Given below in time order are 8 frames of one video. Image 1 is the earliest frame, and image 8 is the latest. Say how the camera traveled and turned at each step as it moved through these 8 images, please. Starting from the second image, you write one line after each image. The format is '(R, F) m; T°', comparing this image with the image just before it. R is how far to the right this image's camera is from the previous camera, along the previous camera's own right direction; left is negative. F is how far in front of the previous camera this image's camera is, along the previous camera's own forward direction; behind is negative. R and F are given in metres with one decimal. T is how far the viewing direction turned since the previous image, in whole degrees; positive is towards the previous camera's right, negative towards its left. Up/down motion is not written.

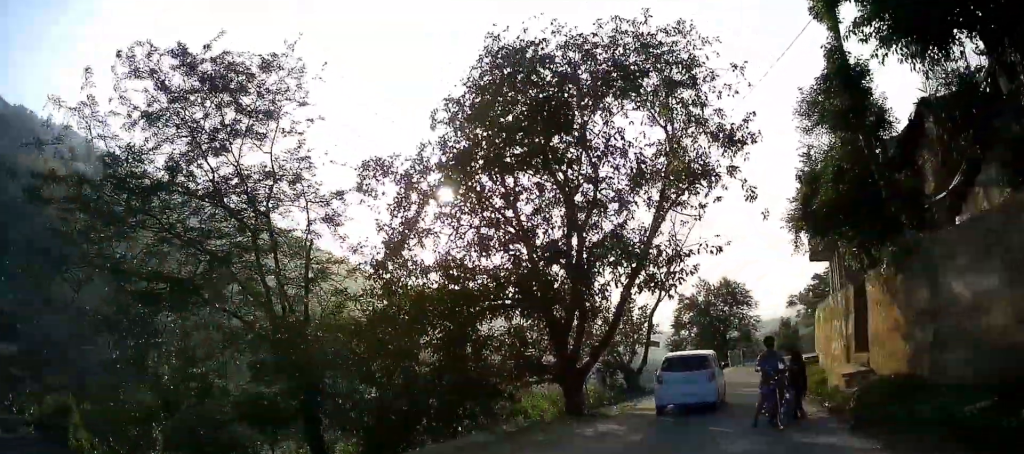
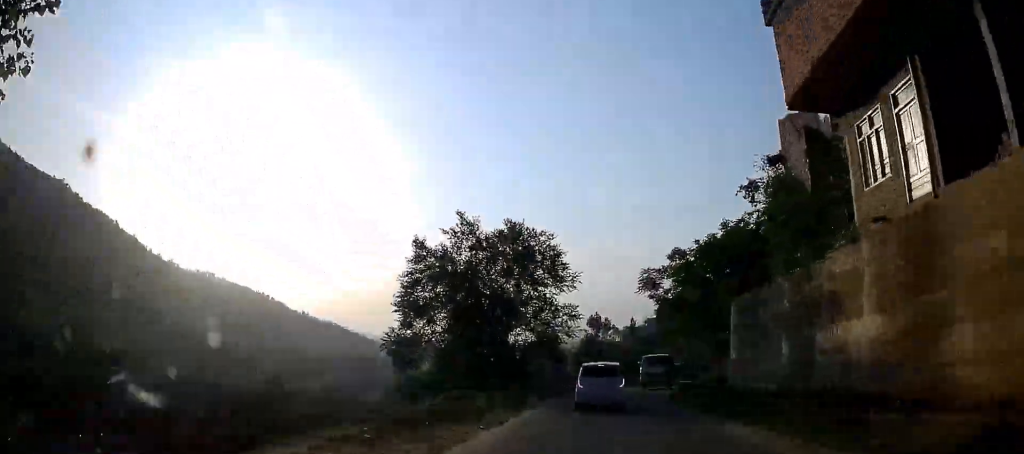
(+8.4, +25.9) m; +30°
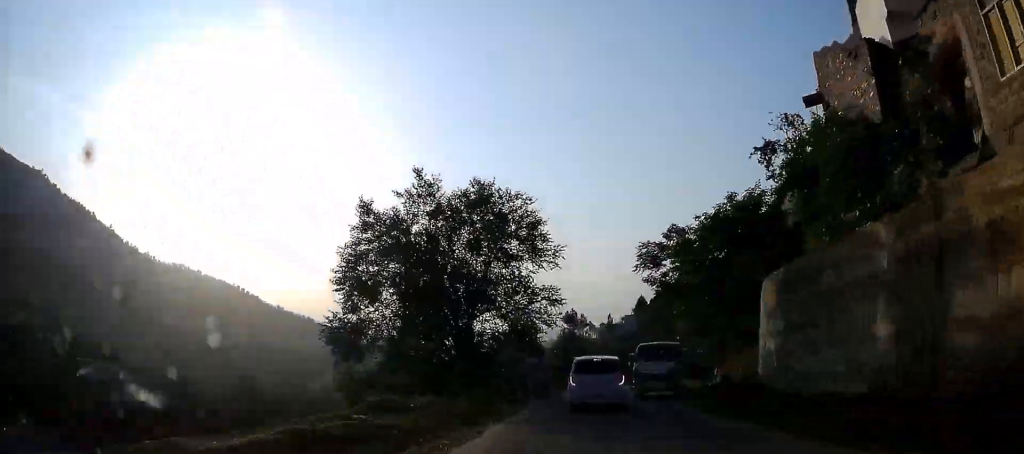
(+0.2, +5.3) m; +2°
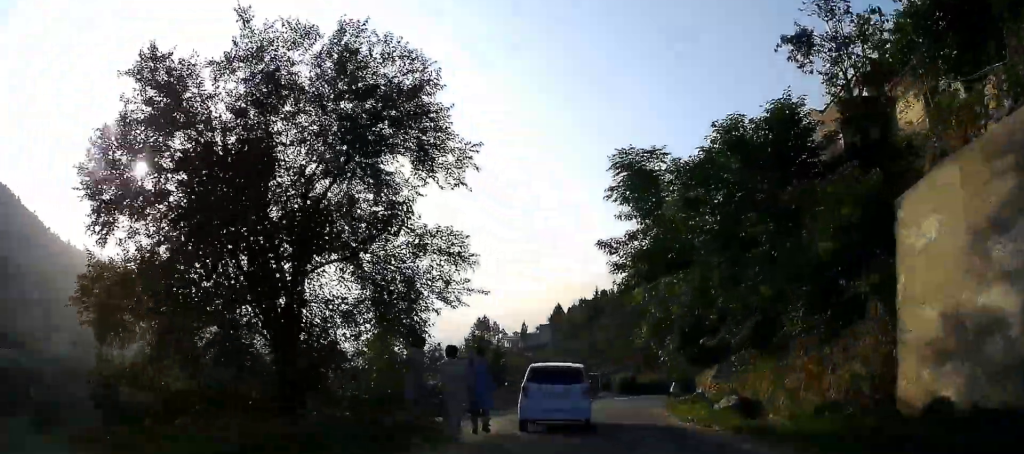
(+0.3, +12.7) m; +5°
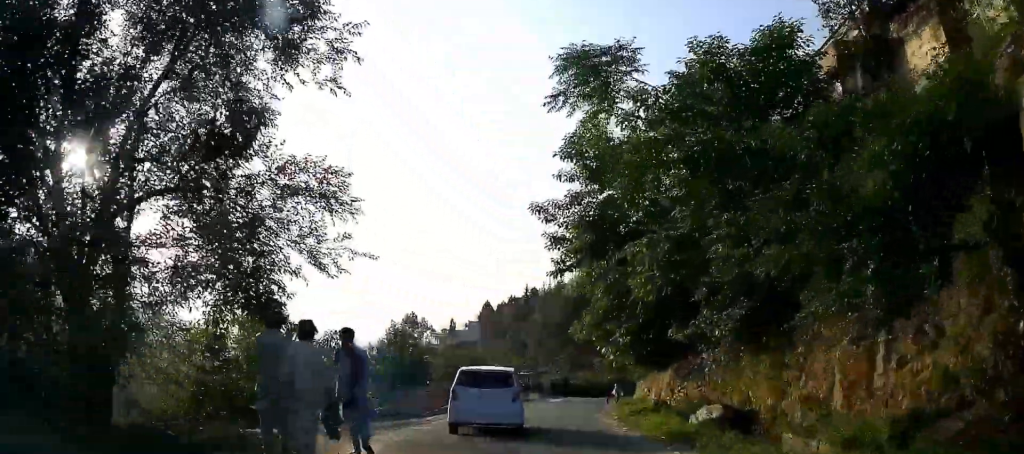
(+0.3, +5.2) m; +2°
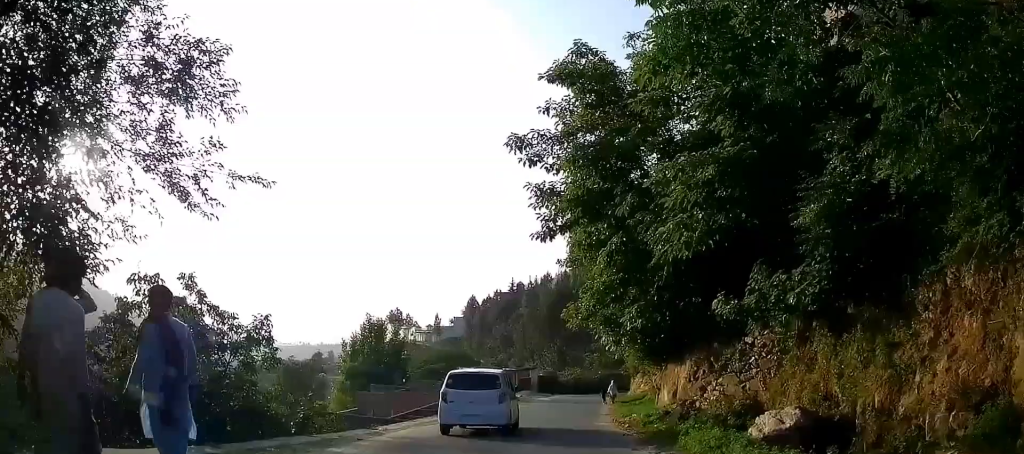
(+0.1, +4.9) m; +2°
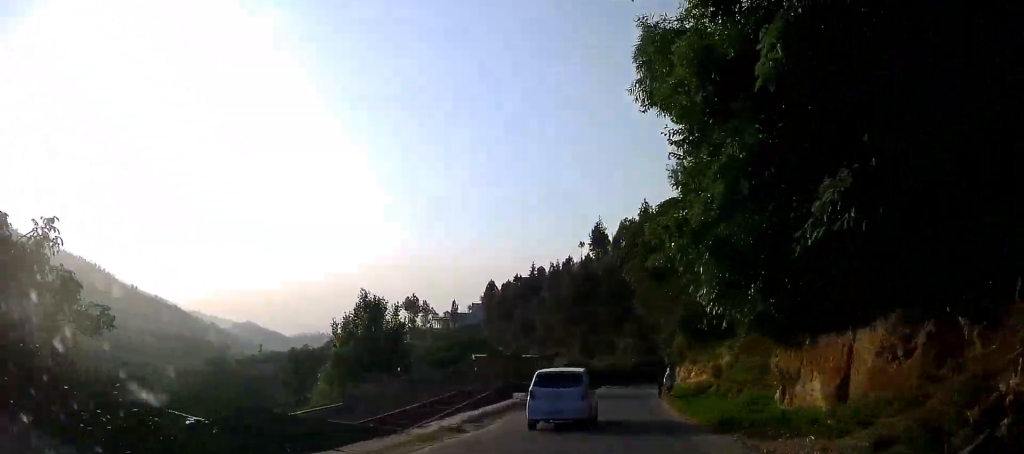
(-0.2, +9.3) m; +4°
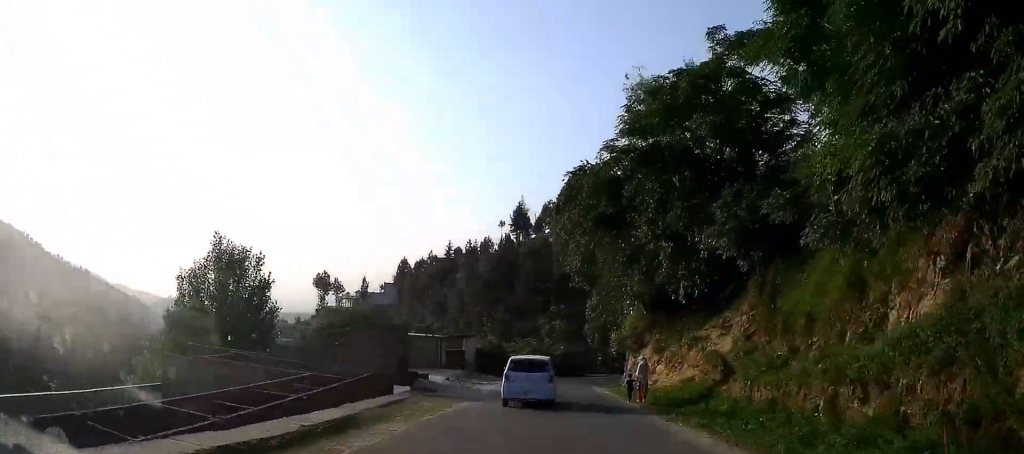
(+1.0, +11.9) m; +8°
